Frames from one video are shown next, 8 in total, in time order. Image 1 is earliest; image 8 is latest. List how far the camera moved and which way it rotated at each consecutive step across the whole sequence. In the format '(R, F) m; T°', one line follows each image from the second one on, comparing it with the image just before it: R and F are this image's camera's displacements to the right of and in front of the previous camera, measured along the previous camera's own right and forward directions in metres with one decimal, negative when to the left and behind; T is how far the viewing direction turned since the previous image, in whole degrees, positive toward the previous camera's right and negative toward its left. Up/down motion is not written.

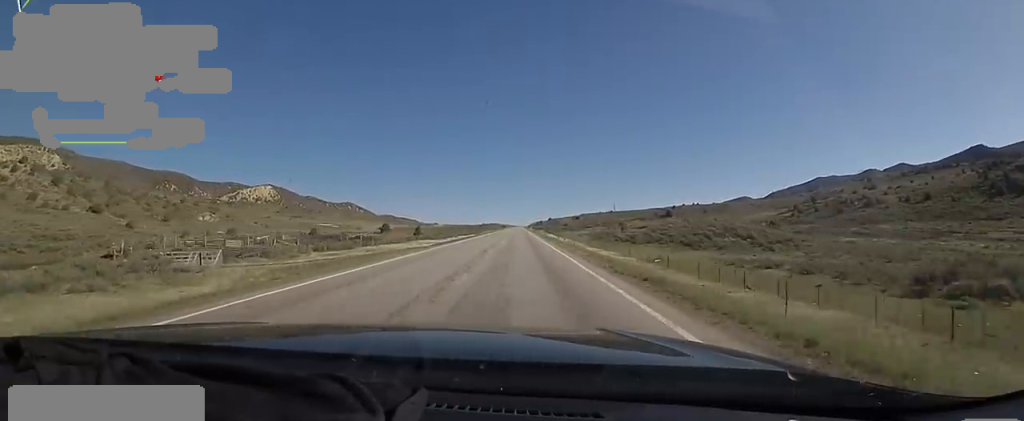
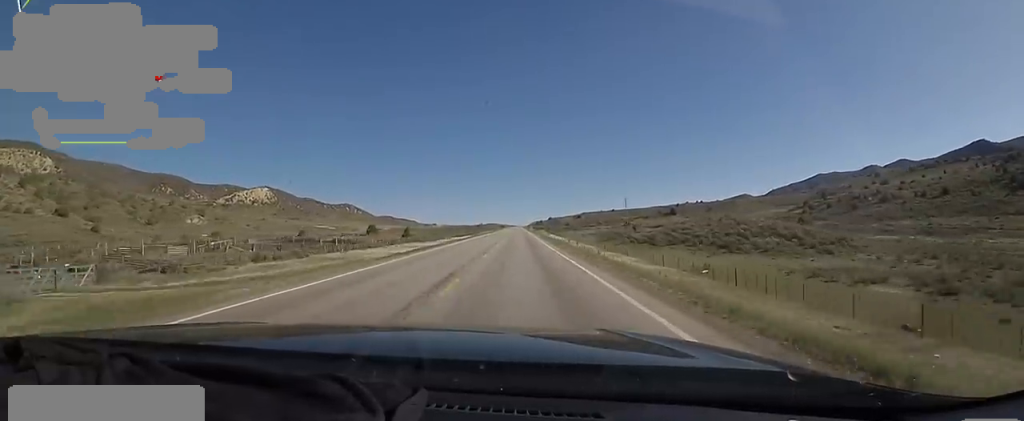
(+0.2, +13.5) m; 0°
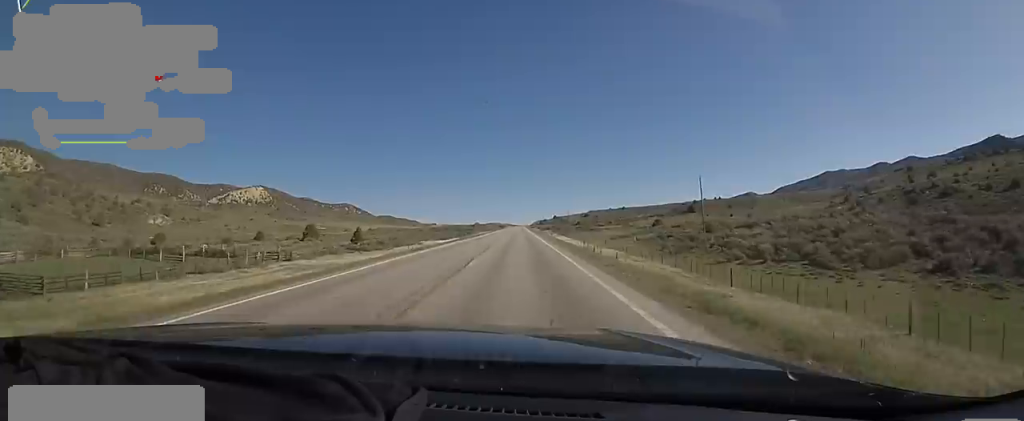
(-1.4, +42.6) m; -2°
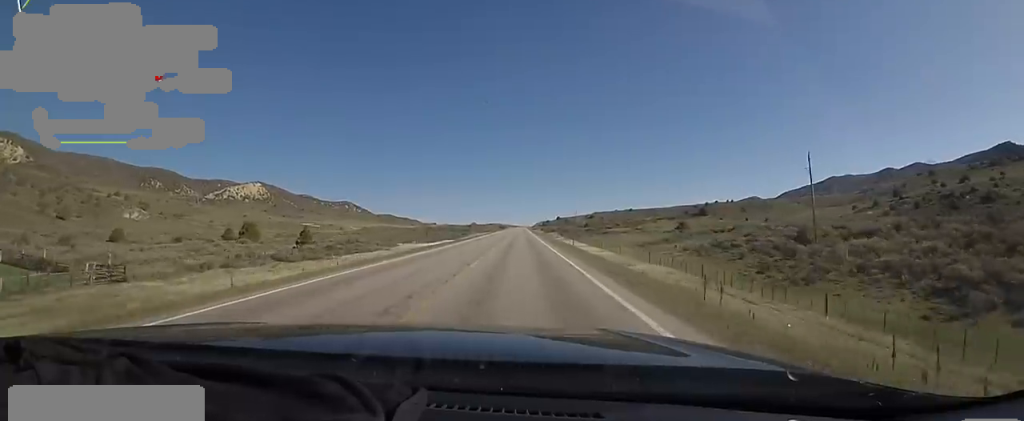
(0.0, +23.9) m; +1°
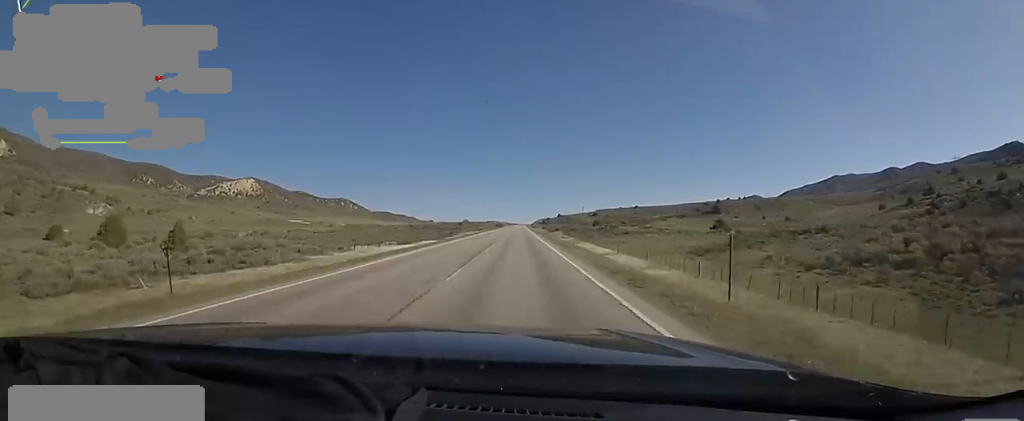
(+0.1, +28.0) m; +2°
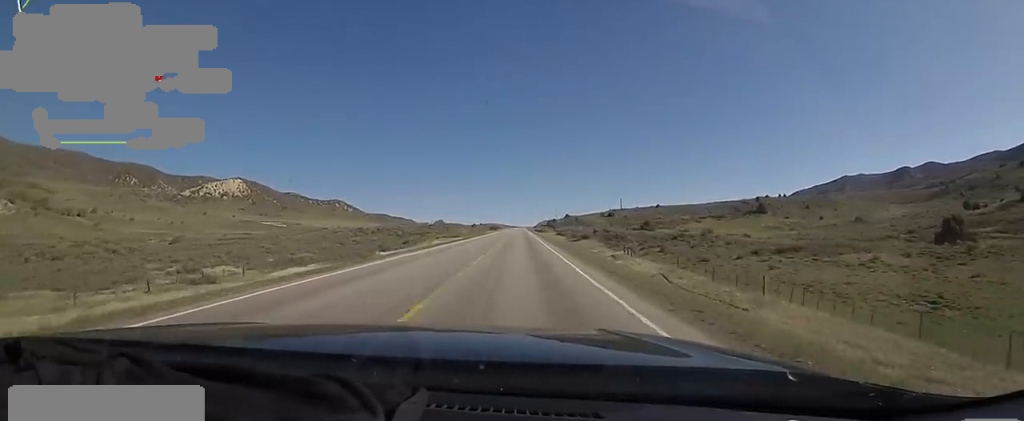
(-0.6, +66.4) m; -2°
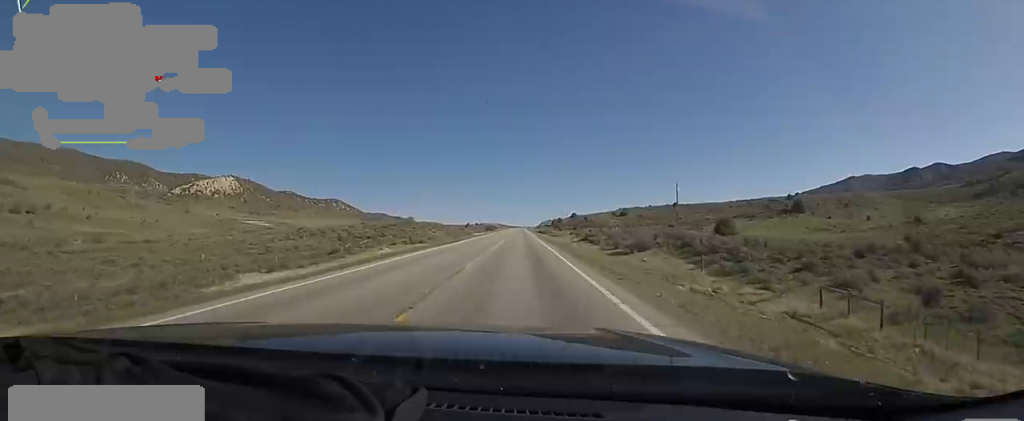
(0.0, +39.6) m; 0°
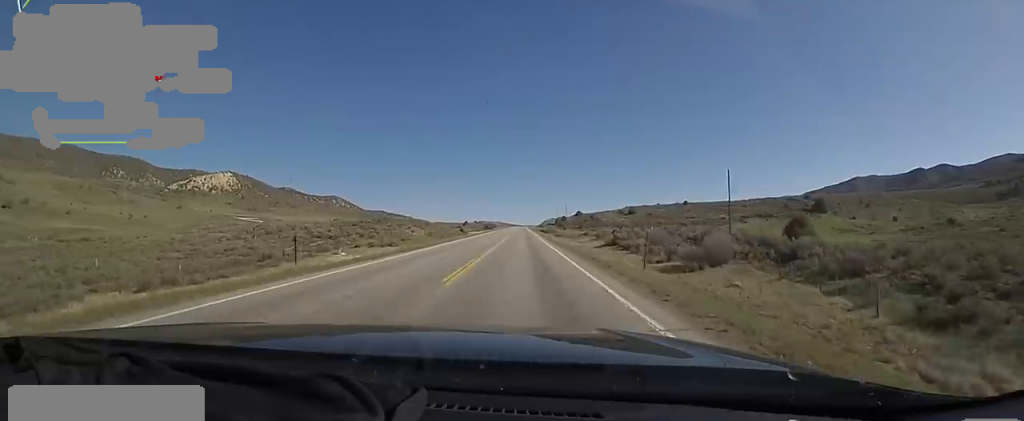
(0.0, +17.8) m; 0°
